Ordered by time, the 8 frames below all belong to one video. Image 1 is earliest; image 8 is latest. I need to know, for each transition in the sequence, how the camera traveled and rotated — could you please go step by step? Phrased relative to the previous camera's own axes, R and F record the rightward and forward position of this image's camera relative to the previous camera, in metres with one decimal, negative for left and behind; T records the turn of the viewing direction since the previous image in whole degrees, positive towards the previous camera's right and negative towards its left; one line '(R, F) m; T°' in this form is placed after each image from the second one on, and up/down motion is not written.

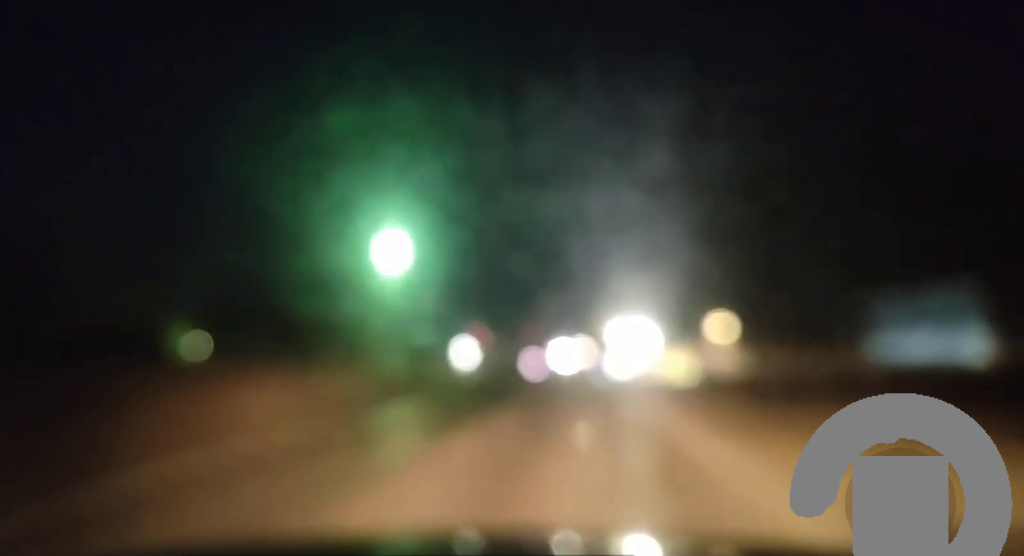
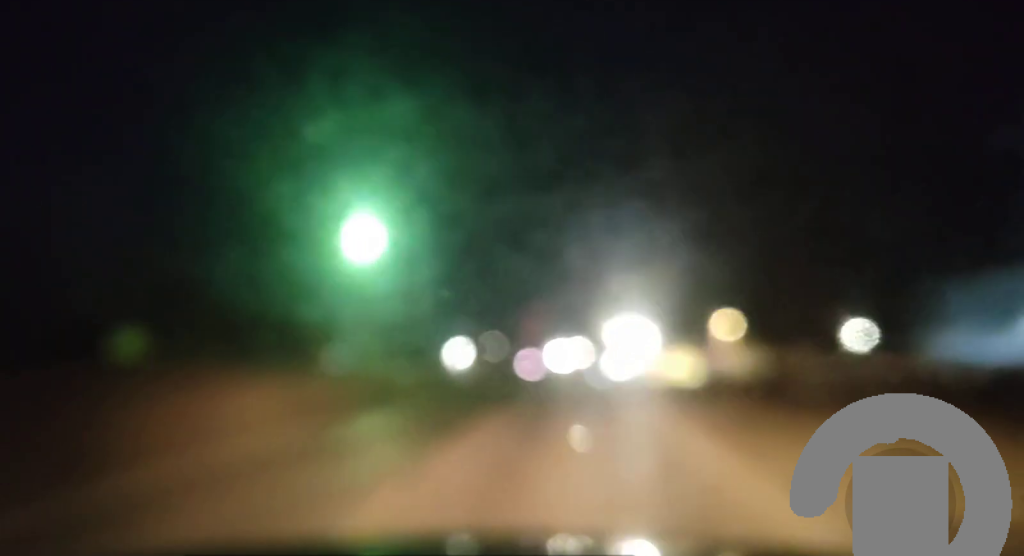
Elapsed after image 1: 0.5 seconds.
(0.0, +7.2) m; 0°
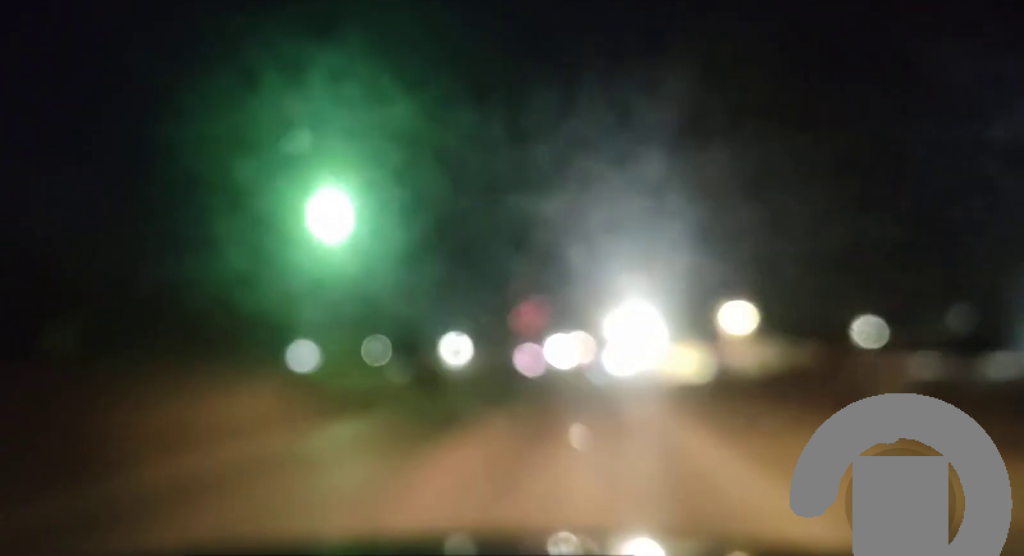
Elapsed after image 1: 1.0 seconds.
(0.0, +7.2) m; 0°
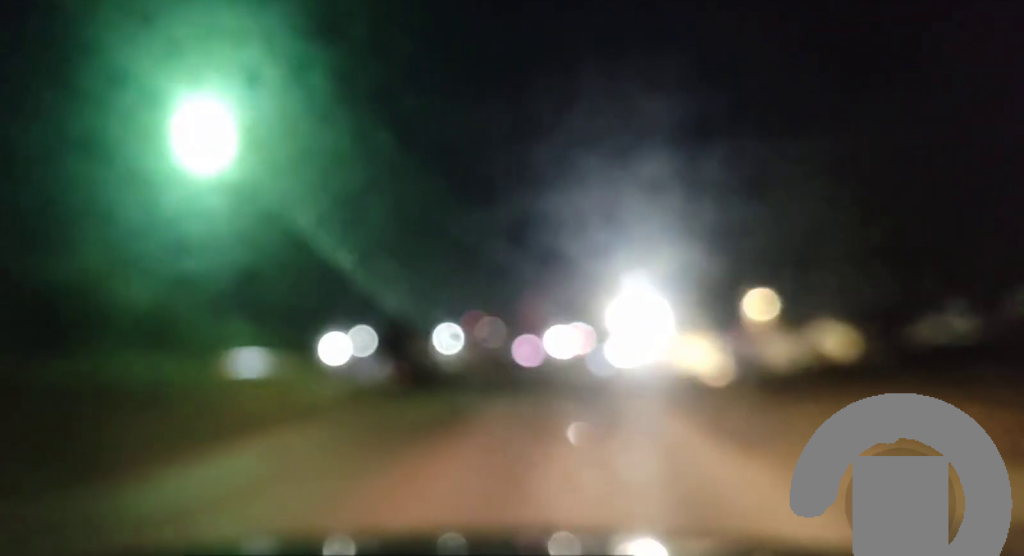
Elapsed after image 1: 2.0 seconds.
(+0.1, +15.2) m; 0°
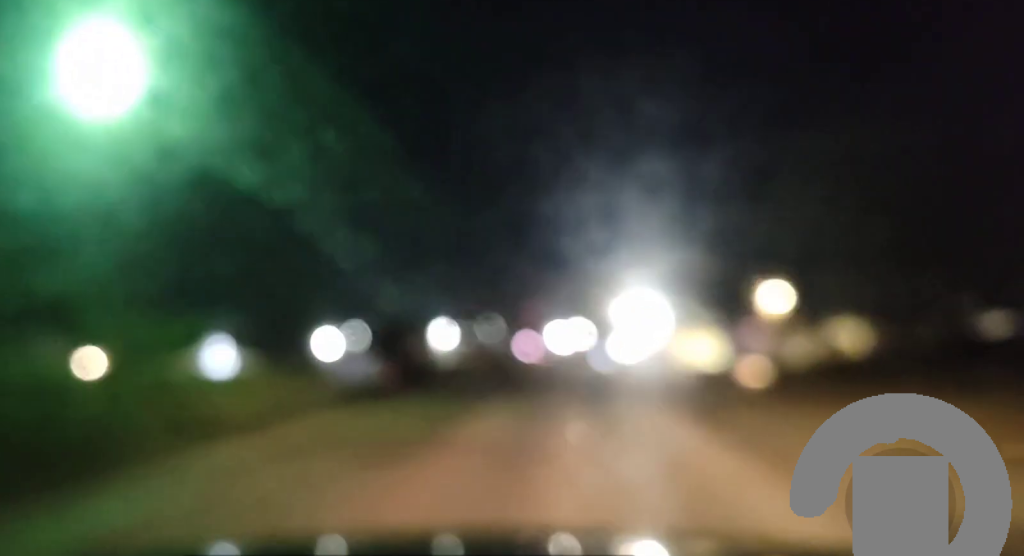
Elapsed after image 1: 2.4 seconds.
(0.0, +6.5) m; 0°
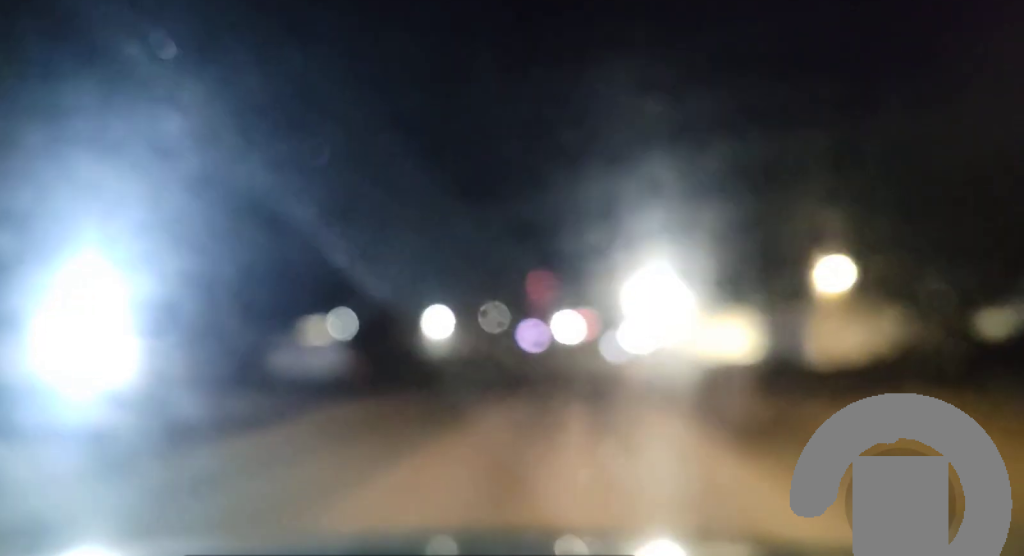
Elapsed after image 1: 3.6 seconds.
(-0.1, +18.2) m; -1°
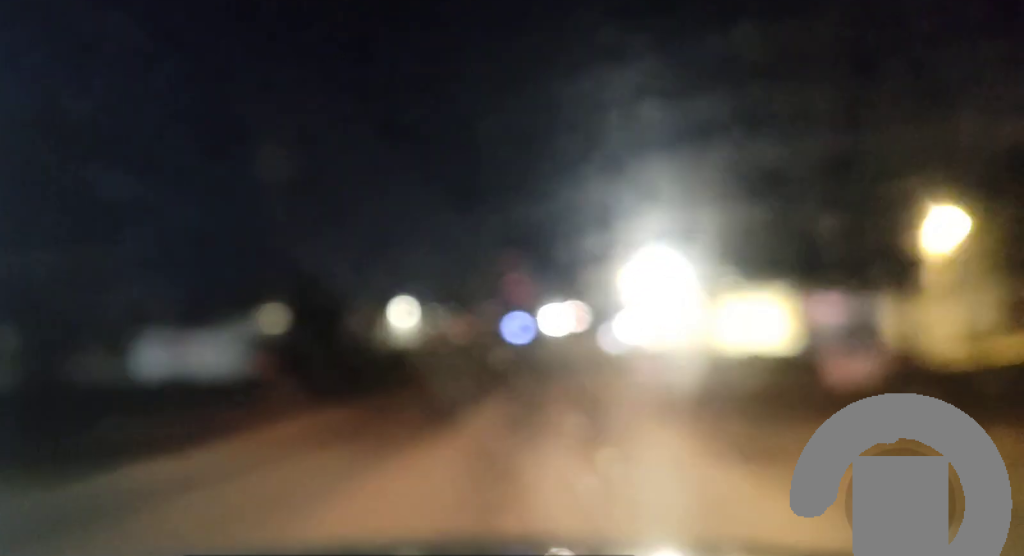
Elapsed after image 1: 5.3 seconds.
(-0.2, +26.4) m; 0°
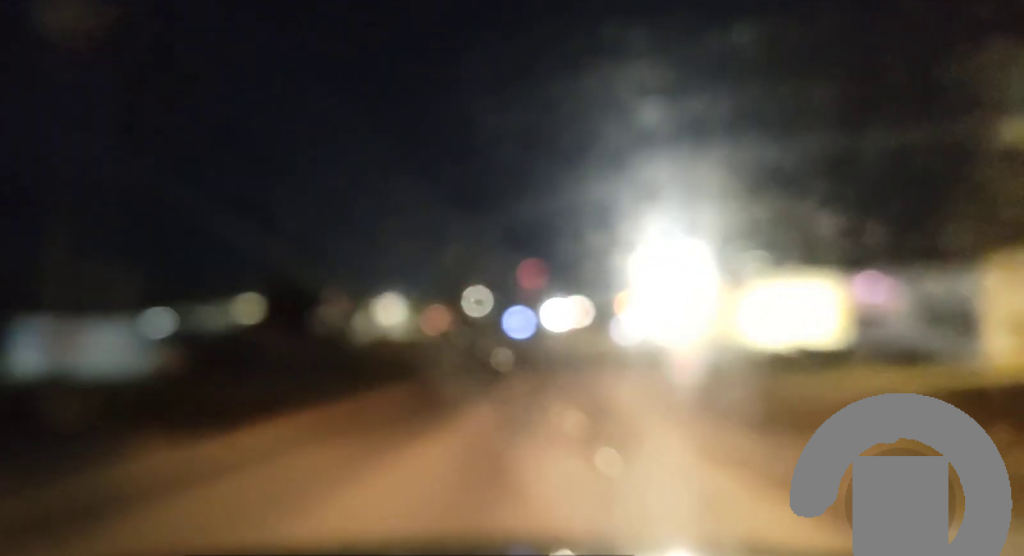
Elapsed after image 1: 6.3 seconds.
(+0.2, +15.6) m; 0°
